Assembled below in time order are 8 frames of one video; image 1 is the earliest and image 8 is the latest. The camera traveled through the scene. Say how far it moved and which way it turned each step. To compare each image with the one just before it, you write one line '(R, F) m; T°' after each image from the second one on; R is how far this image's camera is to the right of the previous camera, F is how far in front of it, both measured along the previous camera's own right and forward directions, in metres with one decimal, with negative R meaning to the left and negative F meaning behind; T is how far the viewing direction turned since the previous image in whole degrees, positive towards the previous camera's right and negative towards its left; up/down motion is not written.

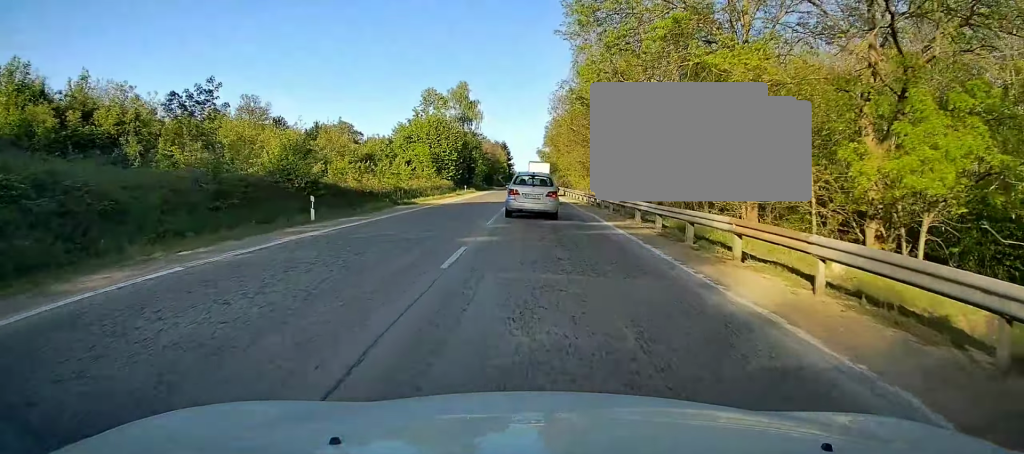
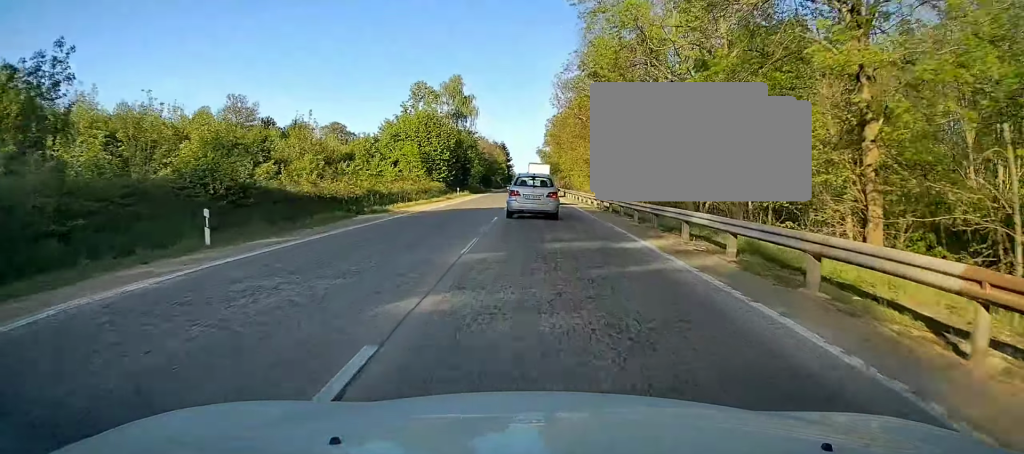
(0.0, +7.1) m; 0°
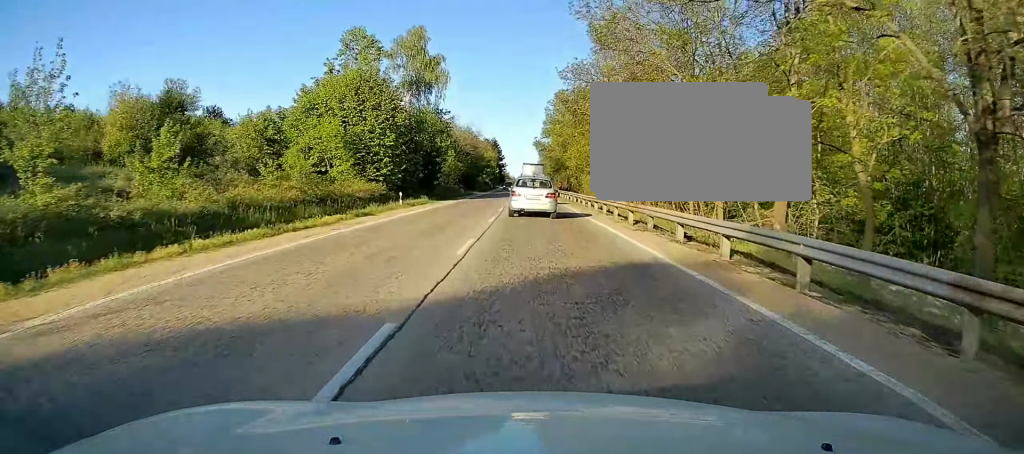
(+0.4, +26.3) m; +2°
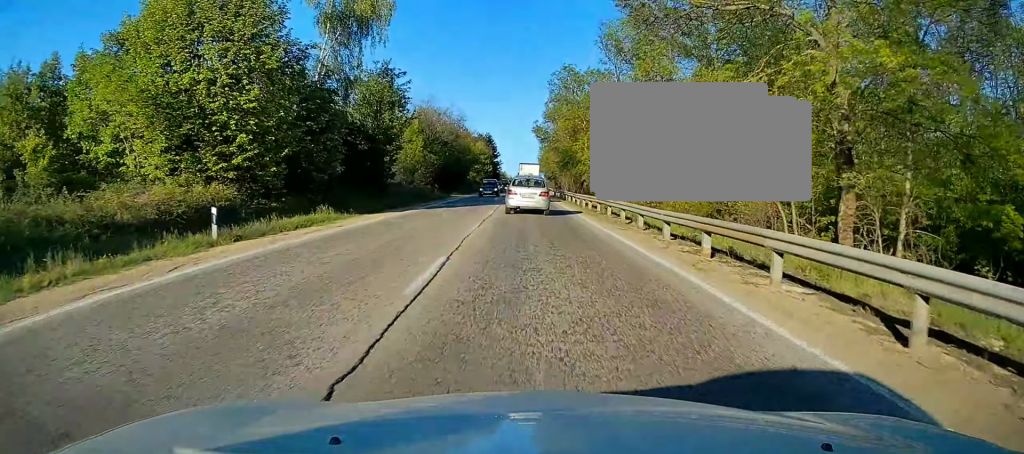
(-0.1, +21.9) m; -1°
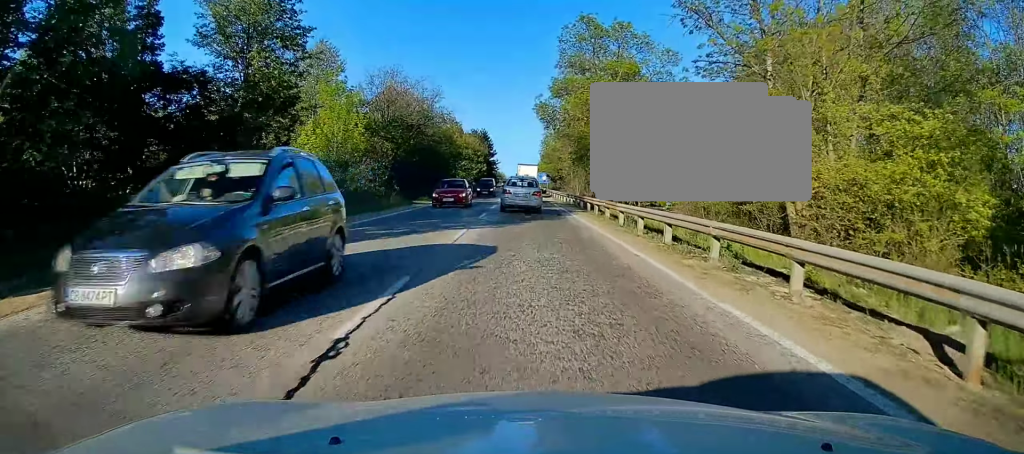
(-0.1, +19.5) m; 0°
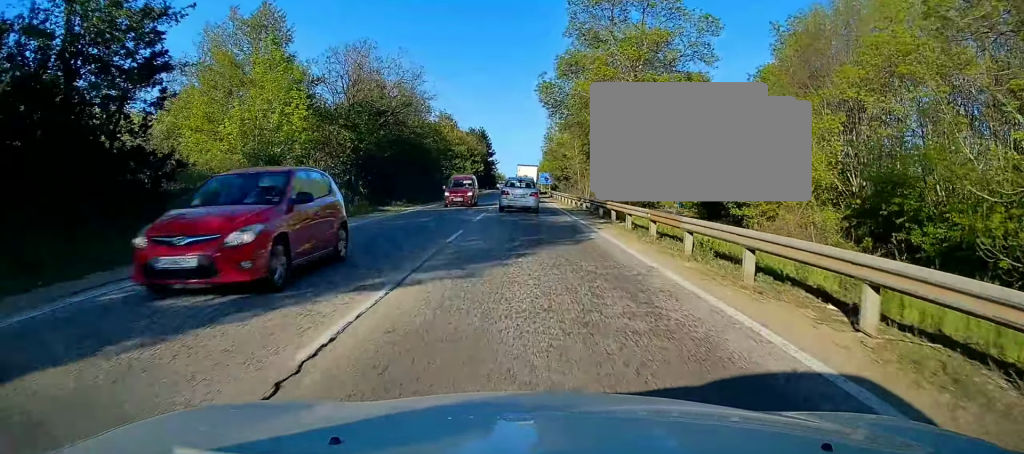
(0.0, +9.4) m; 0°
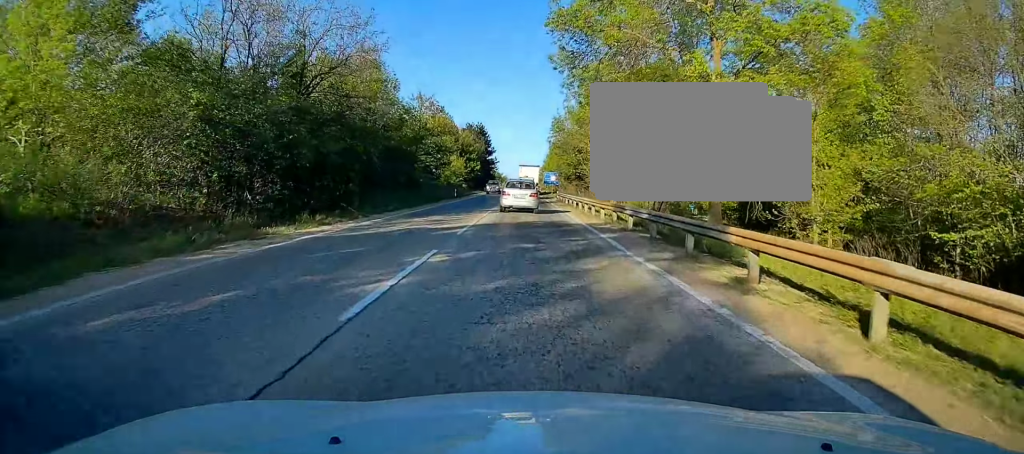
(0.0, +15.2) m; 0°
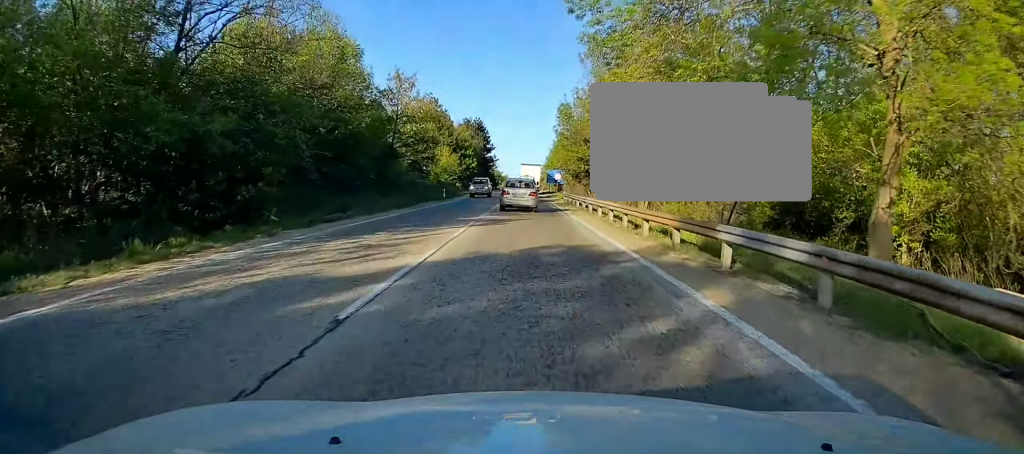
(0.0, +10.1) m; 0°
